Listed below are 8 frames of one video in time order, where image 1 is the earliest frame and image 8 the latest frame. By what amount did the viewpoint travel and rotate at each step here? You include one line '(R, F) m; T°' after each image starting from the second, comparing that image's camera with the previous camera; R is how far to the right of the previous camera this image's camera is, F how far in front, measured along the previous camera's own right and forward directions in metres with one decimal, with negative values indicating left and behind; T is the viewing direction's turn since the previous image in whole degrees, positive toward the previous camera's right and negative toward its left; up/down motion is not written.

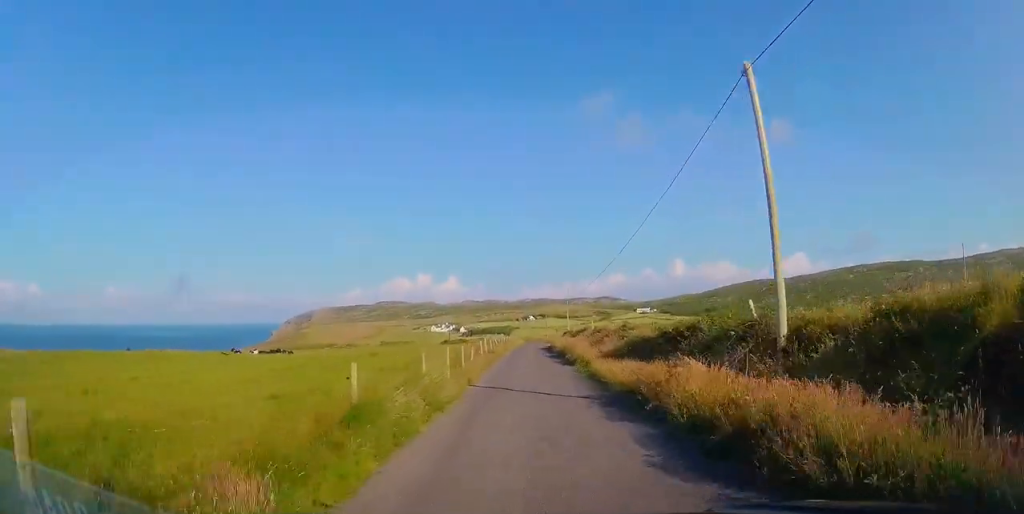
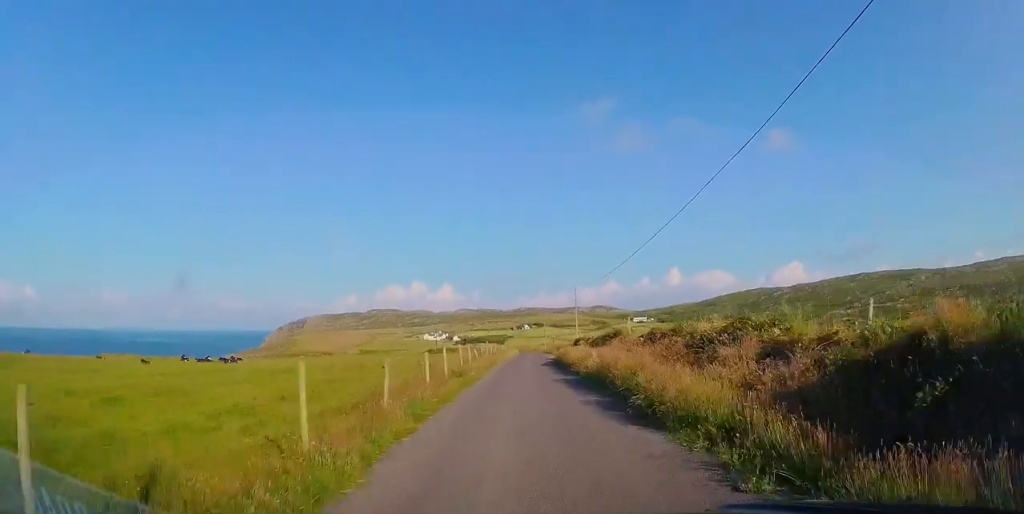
(+0.6, +15.1) m; +1°
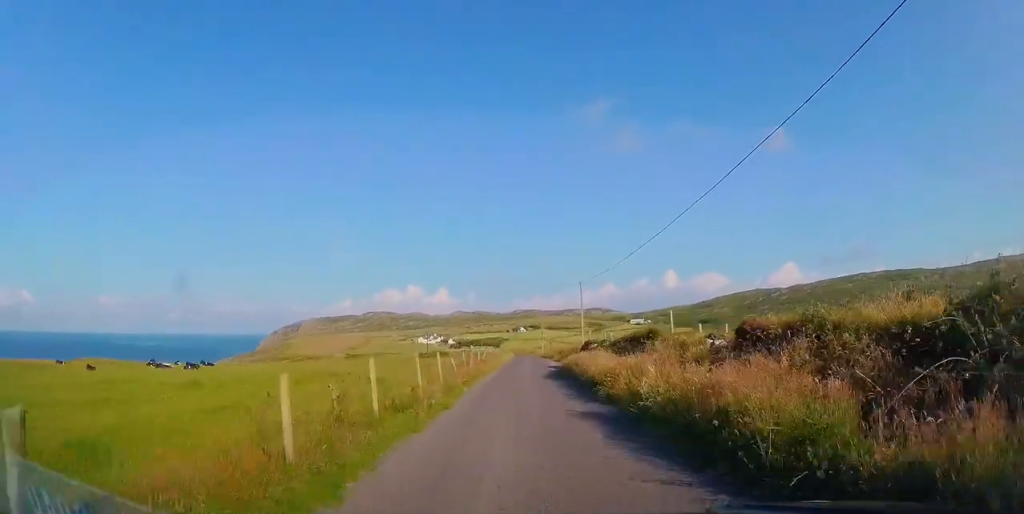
(0.0, +7.9) m; -2°
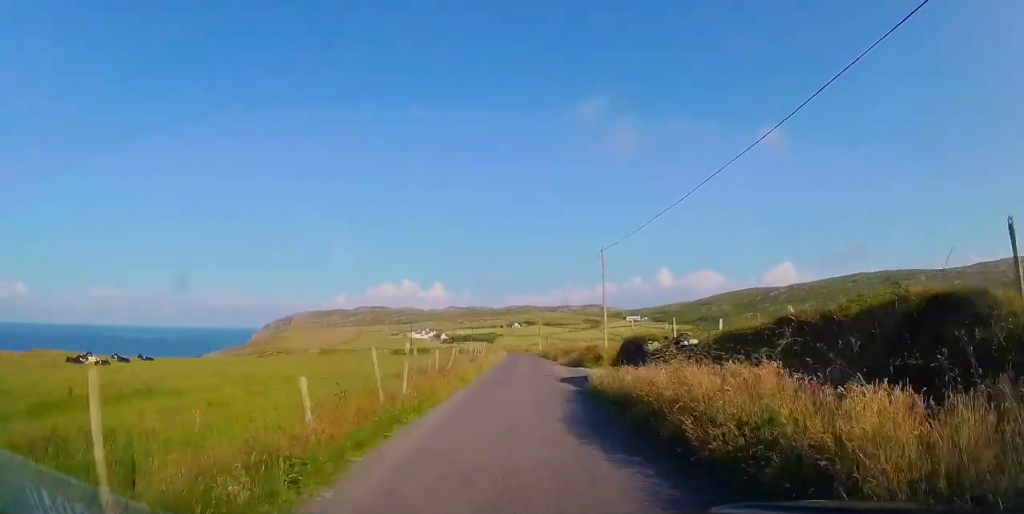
(-0.4, +13.9) m; -1°
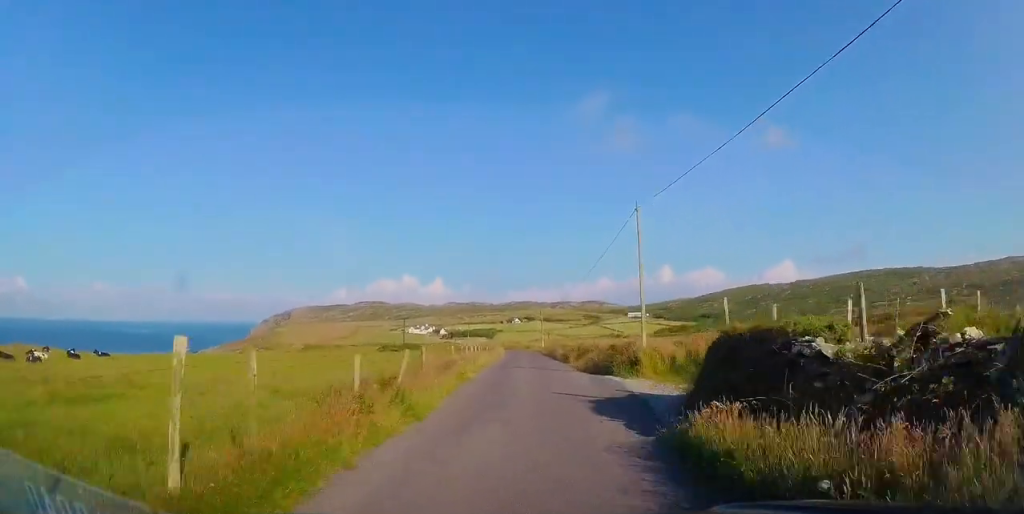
(+0.1, +8.8) m; 0°
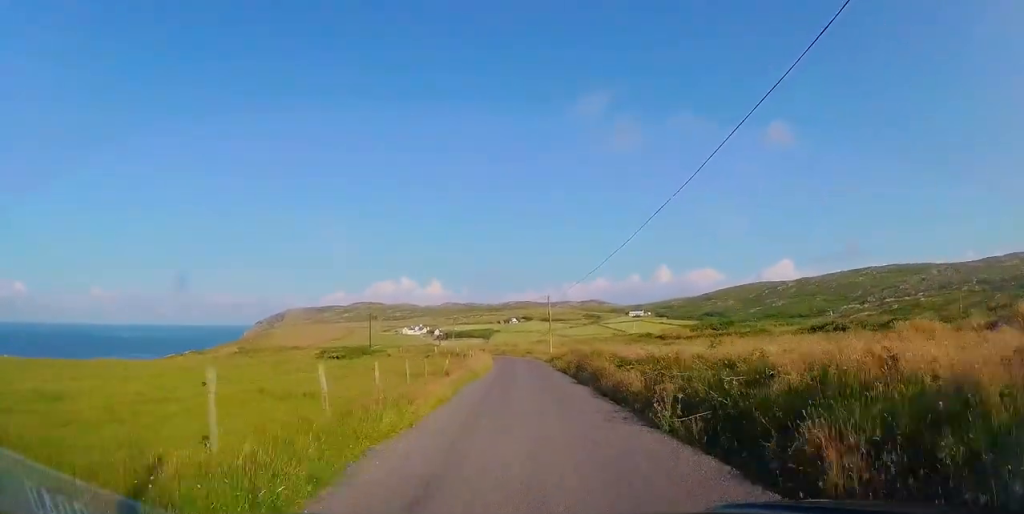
(+0.3, +26.0) m; +2°
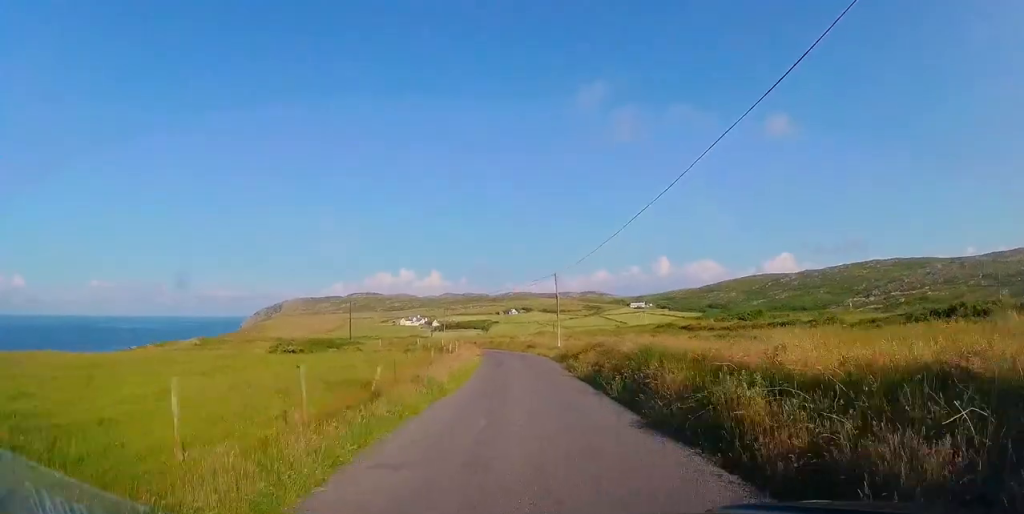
(+0.3, +11.1) m; 0°
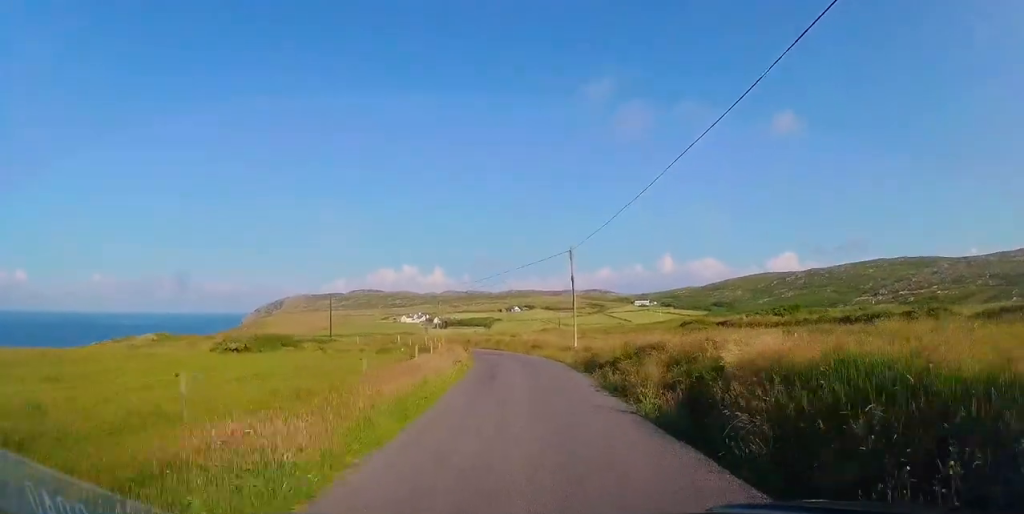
(0.0, +9.9) m; -3°
